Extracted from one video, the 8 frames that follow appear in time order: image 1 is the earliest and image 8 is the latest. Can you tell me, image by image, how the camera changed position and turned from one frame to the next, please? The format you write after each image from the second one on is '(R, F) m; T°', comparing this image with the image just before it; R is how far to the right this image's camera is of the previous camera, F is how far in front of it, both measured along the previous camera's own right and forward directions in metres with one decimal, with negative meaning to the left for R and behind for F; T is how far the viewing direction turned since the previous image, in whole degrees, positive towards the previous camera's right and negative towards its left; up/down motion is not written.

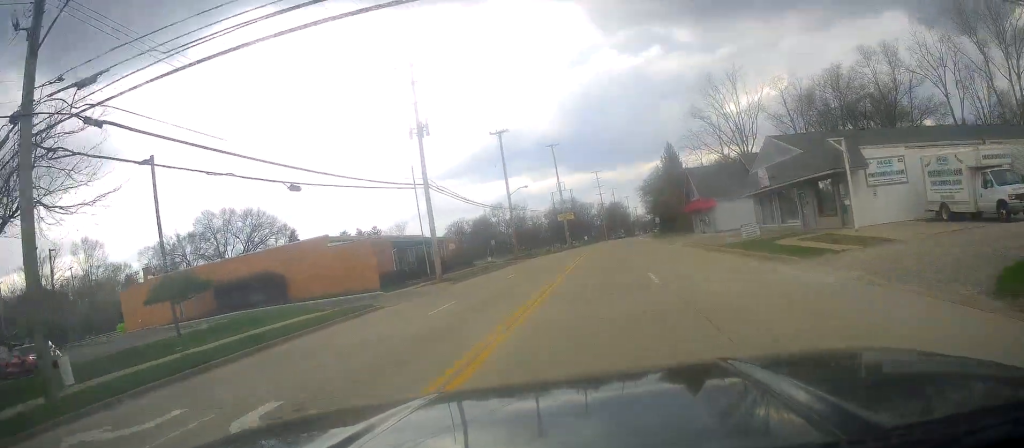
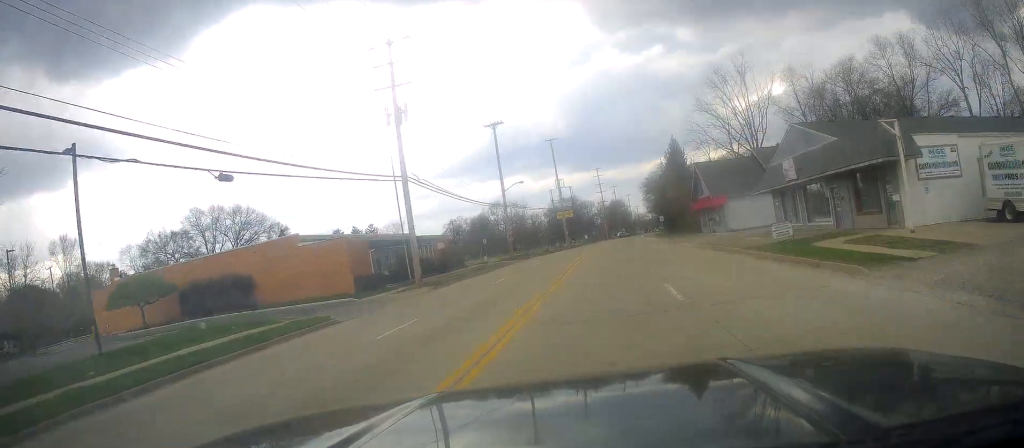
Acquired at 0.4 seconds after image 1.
(0.0, +4.7) m; 0°
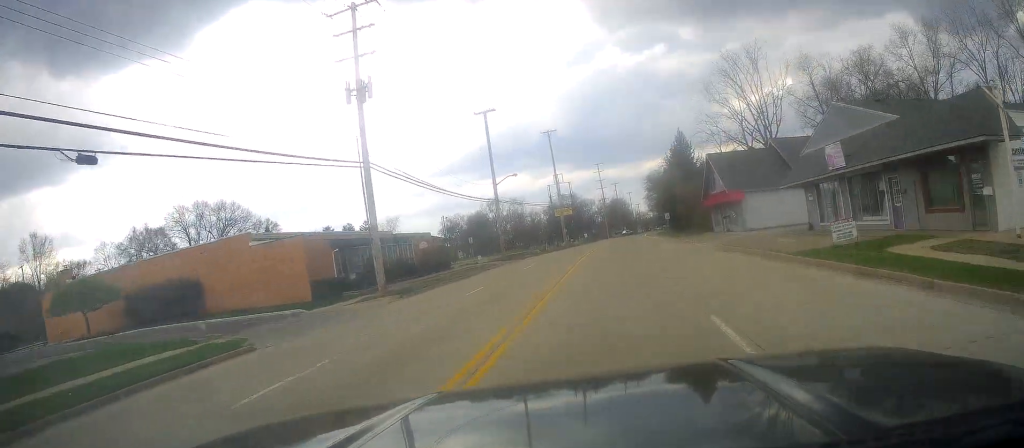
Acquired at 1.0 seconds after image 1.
(0.0, +6.3) m; -1°
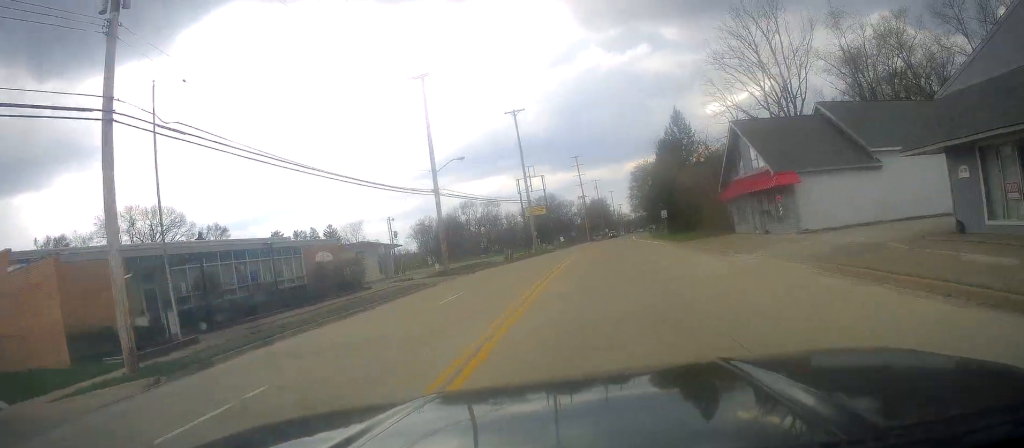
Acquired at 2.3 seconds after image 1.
(-0.5, +16.9) m; -1°
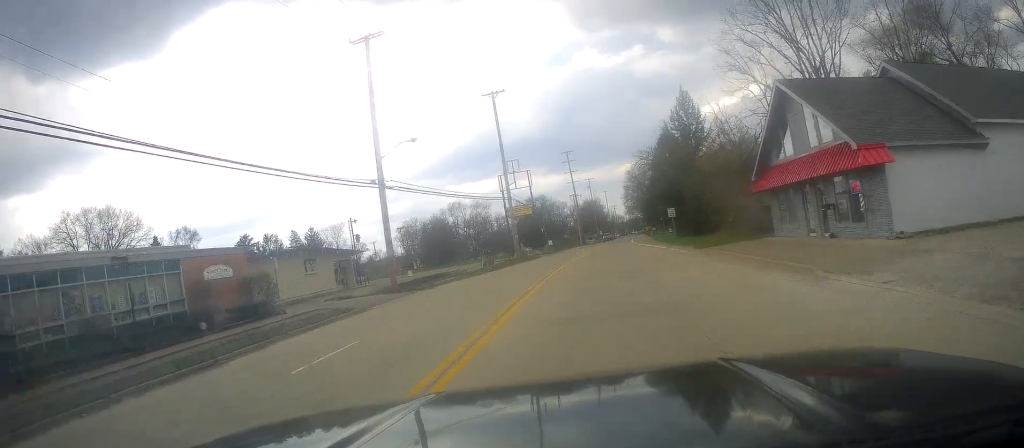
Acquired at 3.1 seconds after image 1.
(+0.2, +11.1) m; +1°
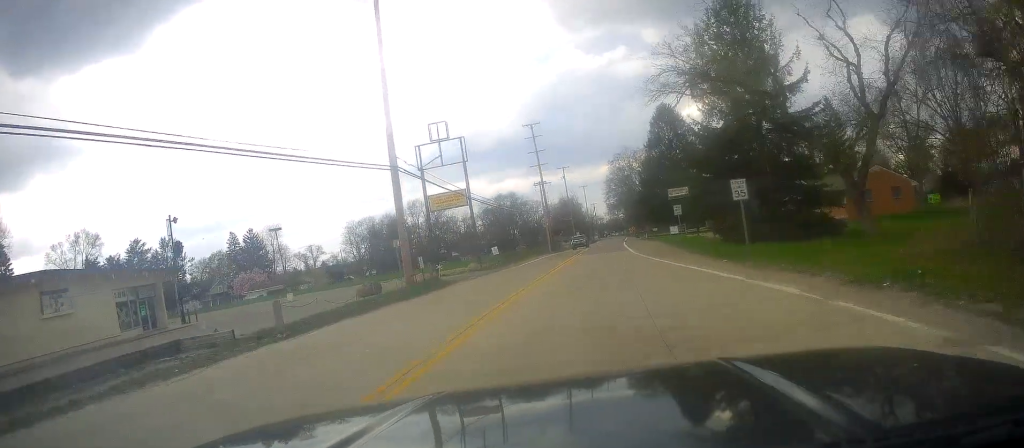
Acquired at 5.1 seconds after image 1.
(+1.1, +29.8) m; +3°
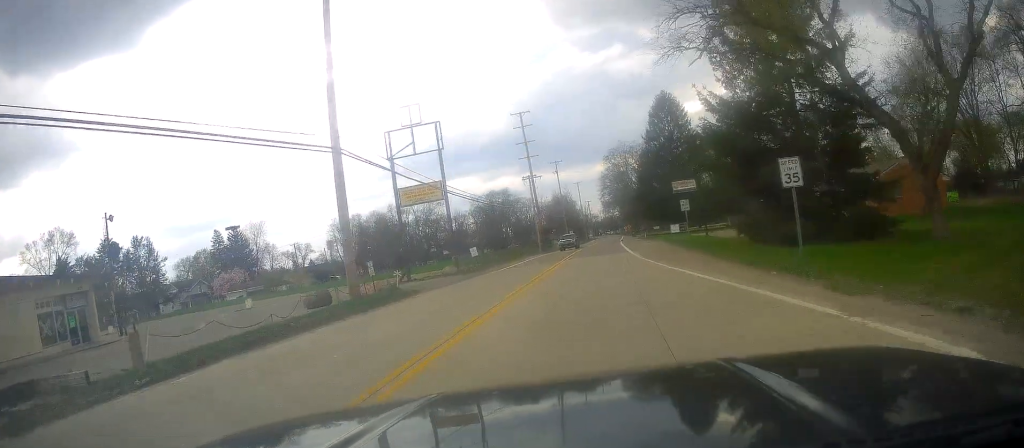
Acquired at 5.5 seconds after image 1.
(+0.2, +6.6) m; 0°
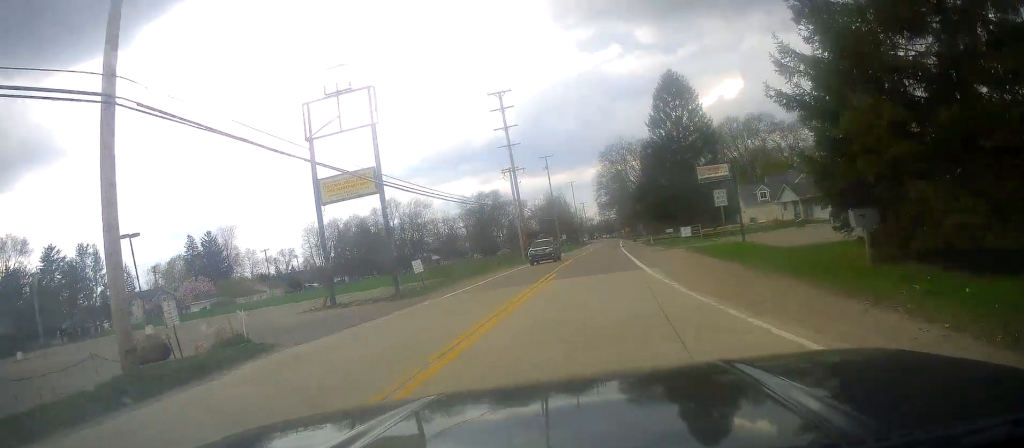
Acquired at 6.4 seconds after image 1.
(-0.5, +13.4) m; -2°
